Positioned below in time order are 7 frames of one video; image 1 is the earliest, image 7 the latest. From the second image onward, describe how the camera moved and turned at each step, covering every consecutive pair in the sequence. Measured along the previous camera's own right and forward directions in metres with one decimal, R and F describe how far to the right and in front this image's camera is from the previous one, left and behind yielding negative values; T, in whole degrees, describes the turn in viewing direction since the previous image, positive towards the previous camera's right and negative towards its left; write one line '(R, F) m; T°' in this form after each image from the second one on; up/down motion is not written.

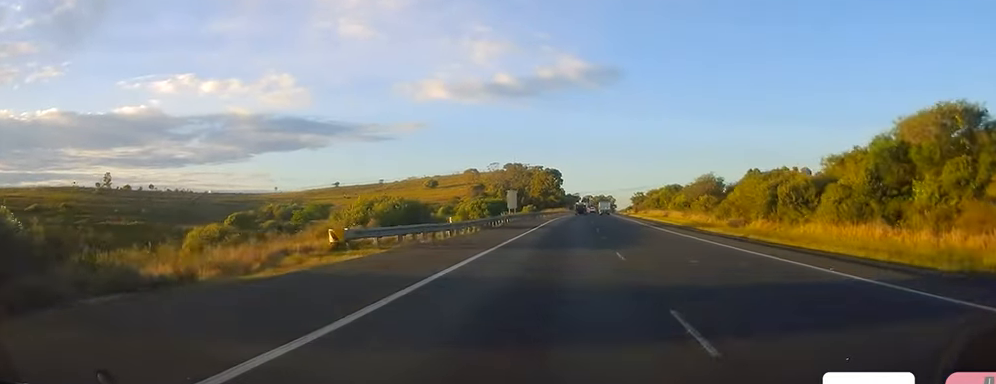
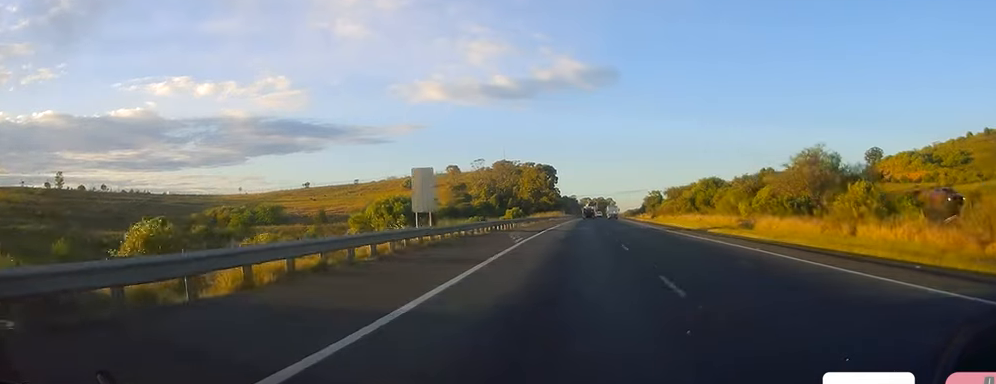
(+0.2, +43.0) m; 0°
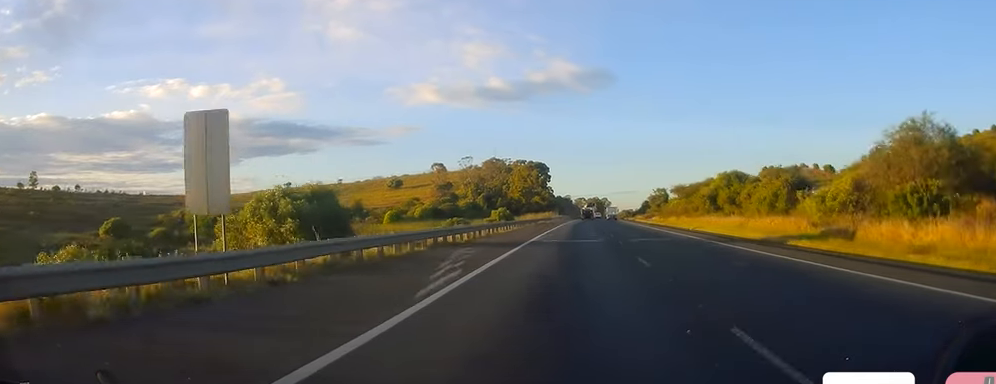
(-0.1, +17.8) m; 0°
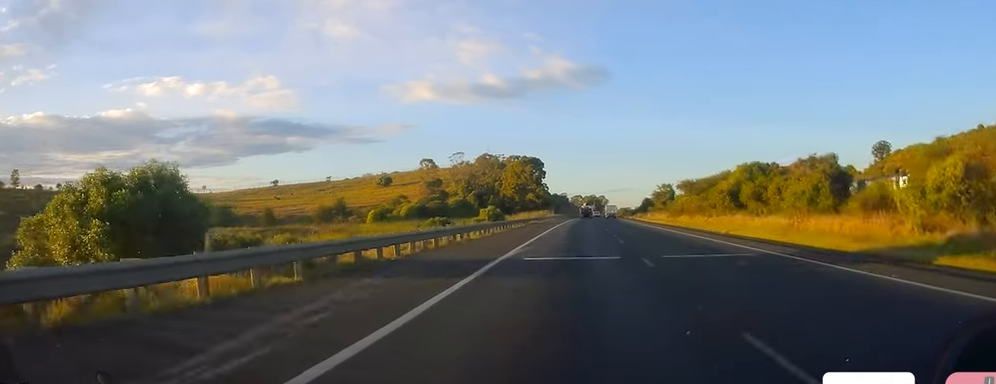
(0.0, +12.2) m; 0°
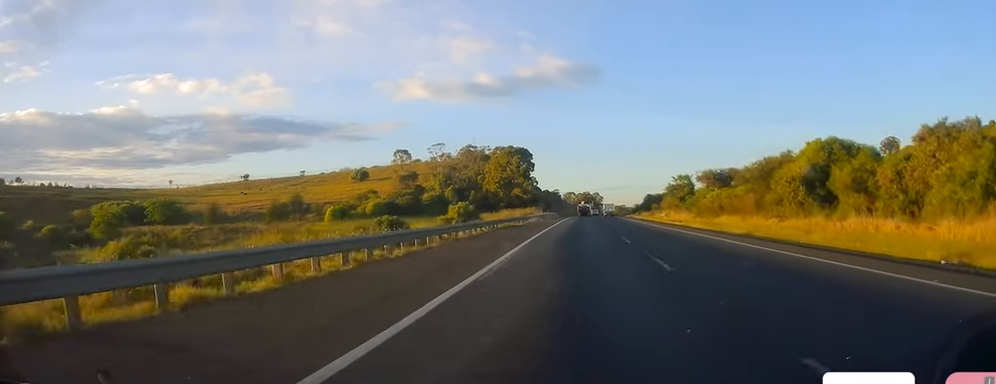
(+0.1, +25.4) m; +1°
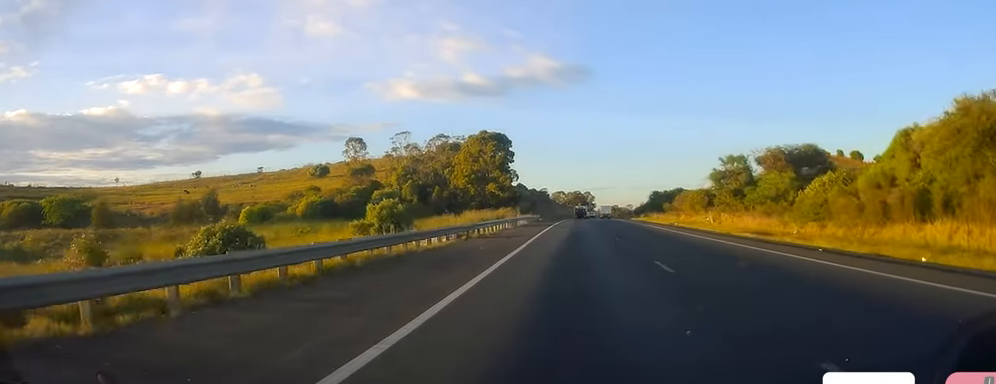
(+0.7, +35.8) m; +1°
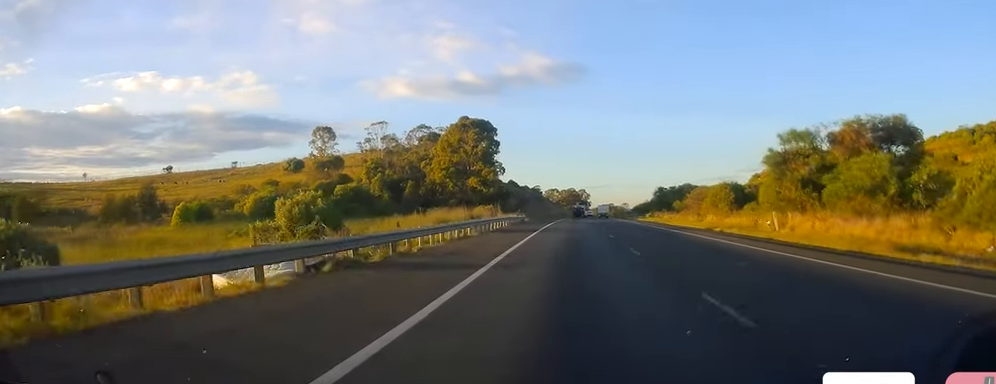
(-0.1, +18.8) m; 0°
